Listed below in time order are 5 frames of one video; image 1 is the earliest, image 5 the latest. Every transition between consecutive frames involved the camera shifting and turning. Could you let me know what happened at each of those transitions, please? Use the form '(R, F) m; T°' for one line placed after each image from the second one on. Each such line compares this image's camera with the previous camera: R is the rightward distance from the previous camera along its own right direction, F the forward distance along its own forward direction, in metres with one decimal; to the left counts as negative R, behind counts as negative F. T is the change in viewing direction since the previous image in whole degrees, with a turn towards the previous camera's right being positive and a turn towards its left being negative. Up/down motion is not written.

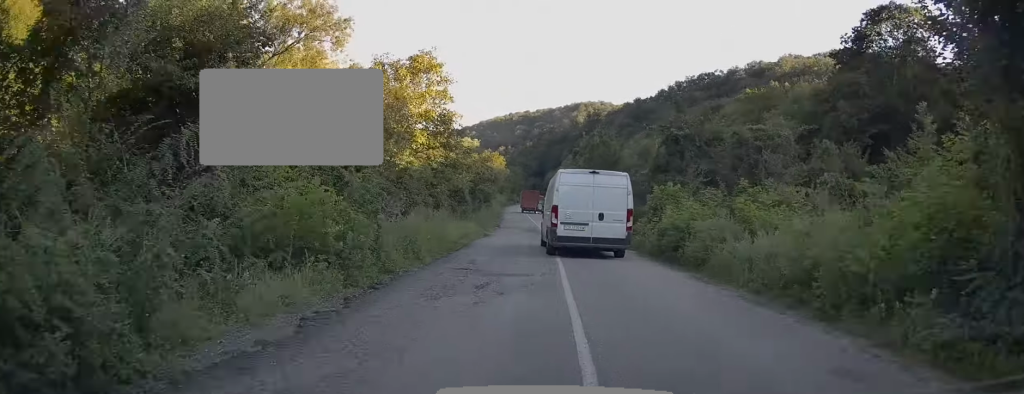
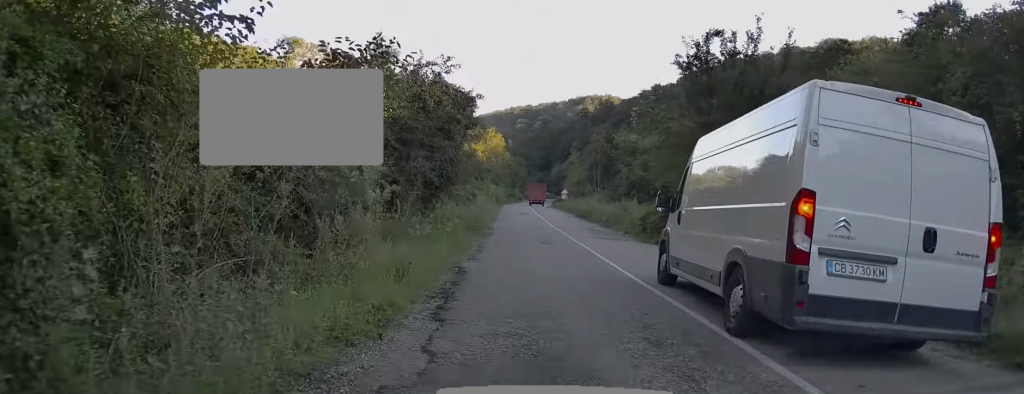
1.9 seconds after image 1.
(-1.5, +37.3) m; -2°
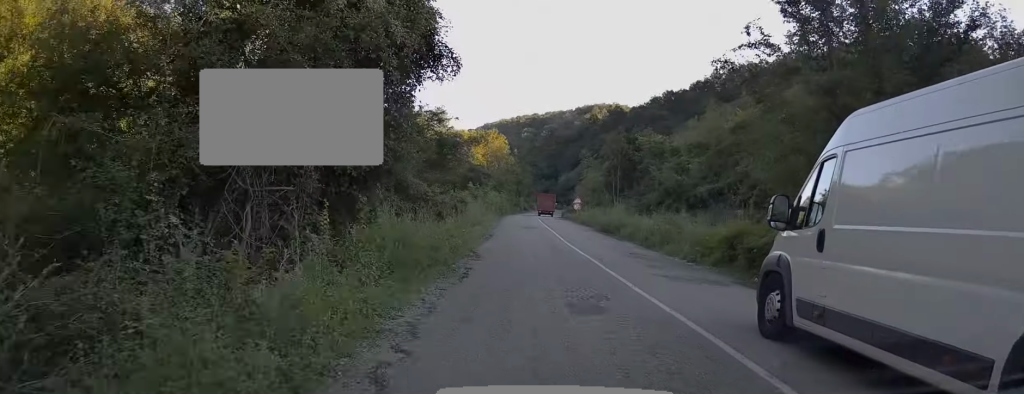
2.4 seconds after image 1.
(0.0, +11.3) m; +1°
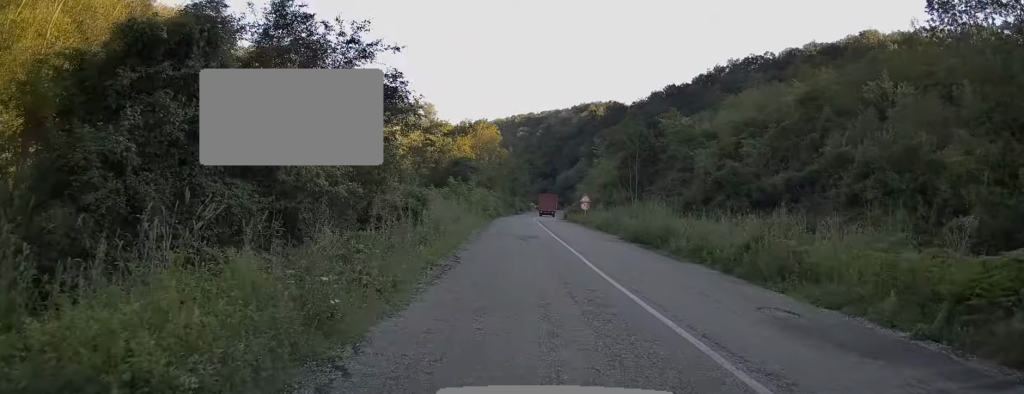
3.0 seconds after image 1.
(+0.2, +12.0) m; +1°
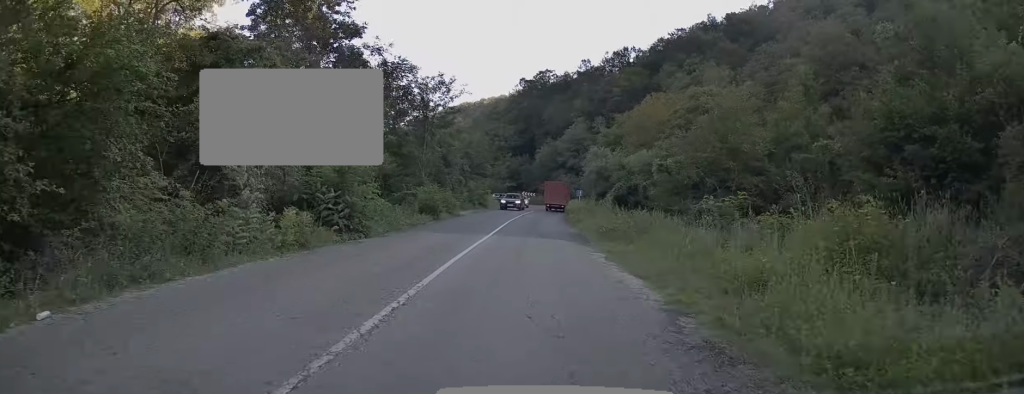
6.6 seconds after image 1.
(+2.7, +73.3) m; +3°
